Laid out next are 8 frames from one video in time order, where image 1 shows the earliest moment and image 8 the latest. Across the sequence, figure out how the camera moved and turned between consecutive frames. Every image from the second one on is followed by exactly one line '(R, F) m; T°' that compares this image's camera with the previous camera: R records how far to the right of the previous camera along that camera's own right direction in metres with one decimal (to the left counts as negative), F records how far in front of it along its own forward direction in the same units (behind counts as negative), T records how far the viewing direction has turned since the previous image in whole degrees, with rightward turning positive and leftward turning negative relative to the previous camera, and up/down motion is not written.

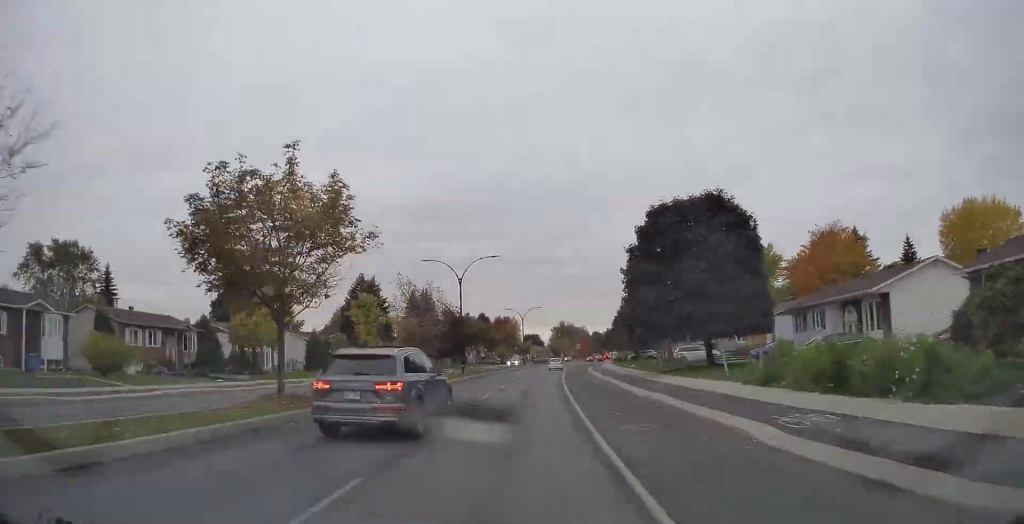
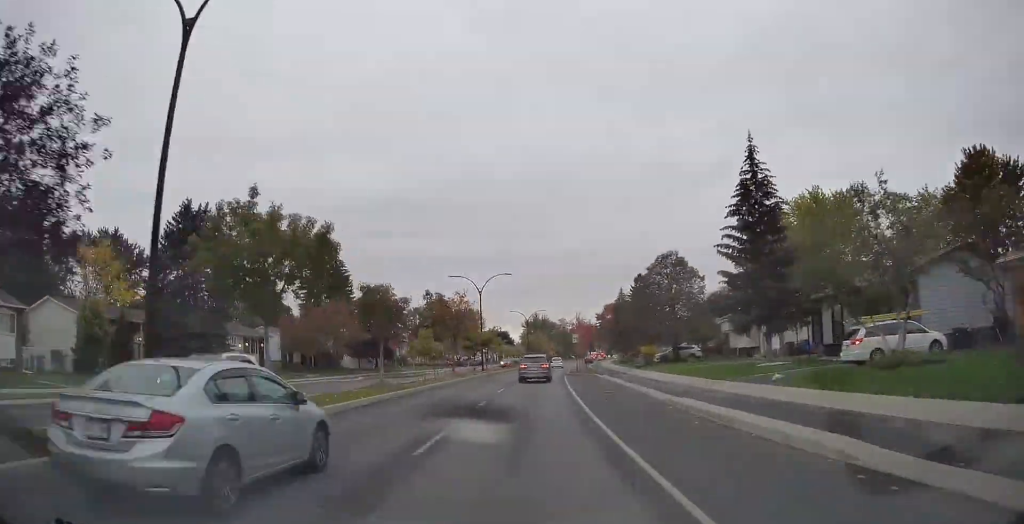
(+0.3, +39.6) m; +2°
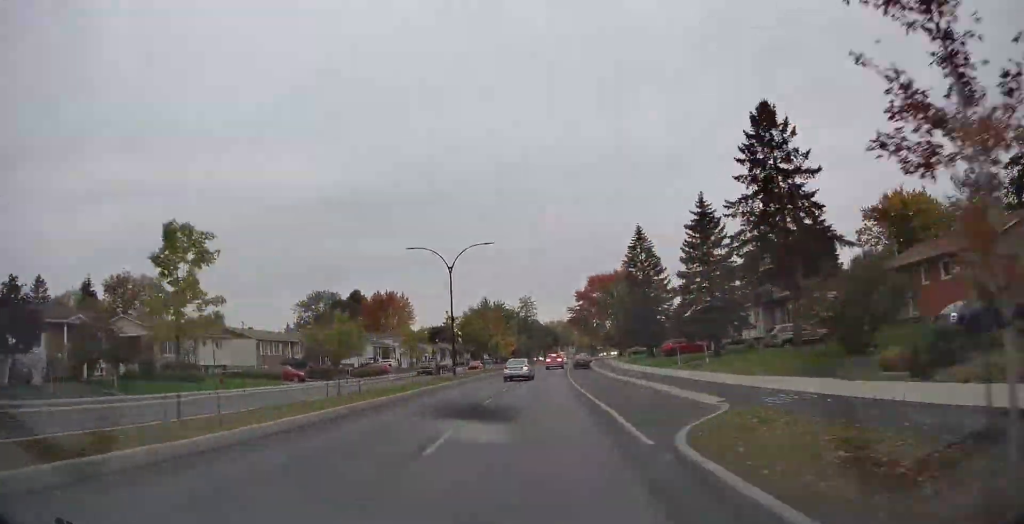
(+3.1, +64.7) m; +4°
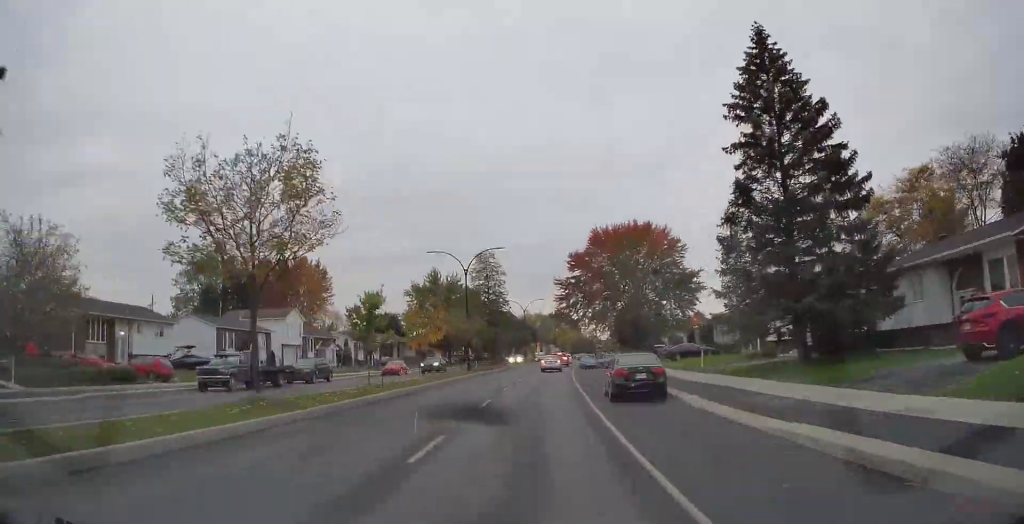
(+0.7, +42.8) m; +2°
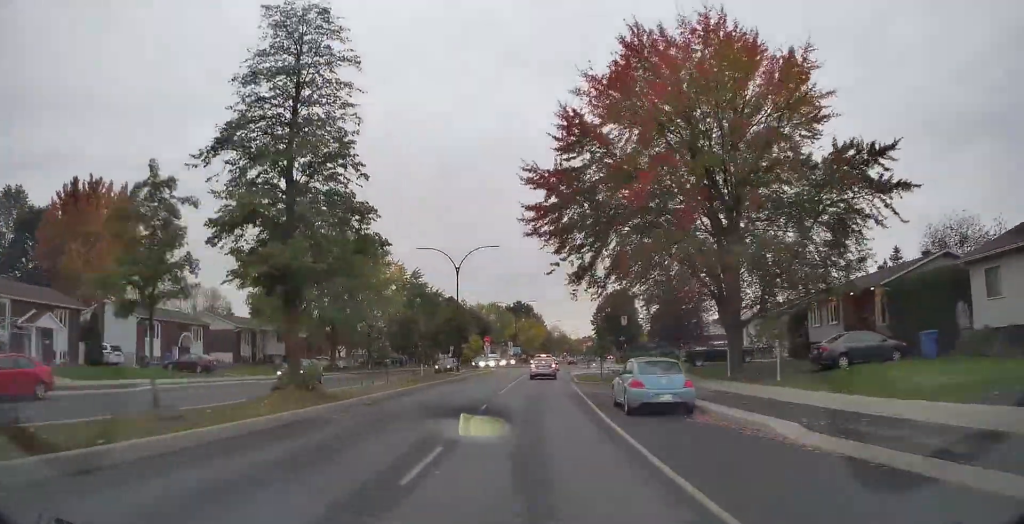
(+1.0, +39.6) m; +3°
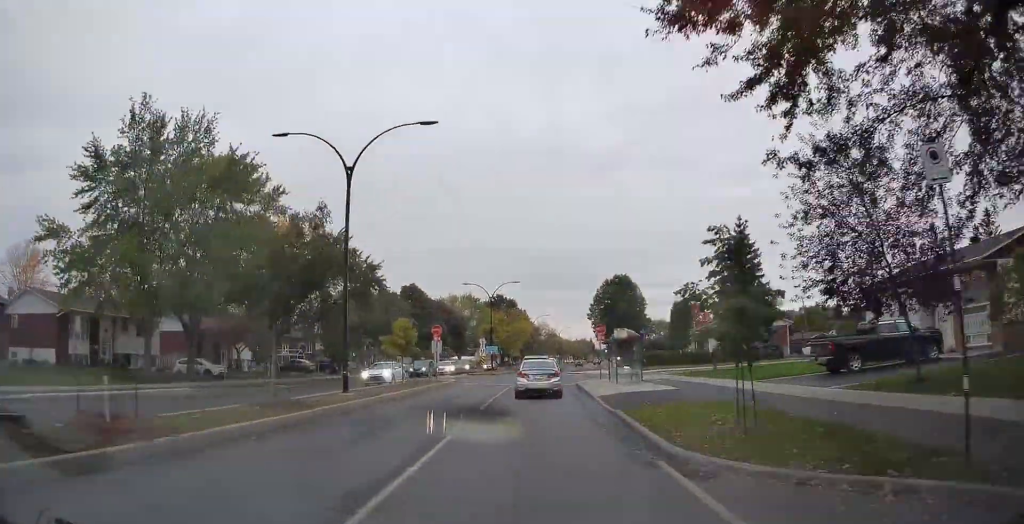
(+0.5, +19.8) m; +2°
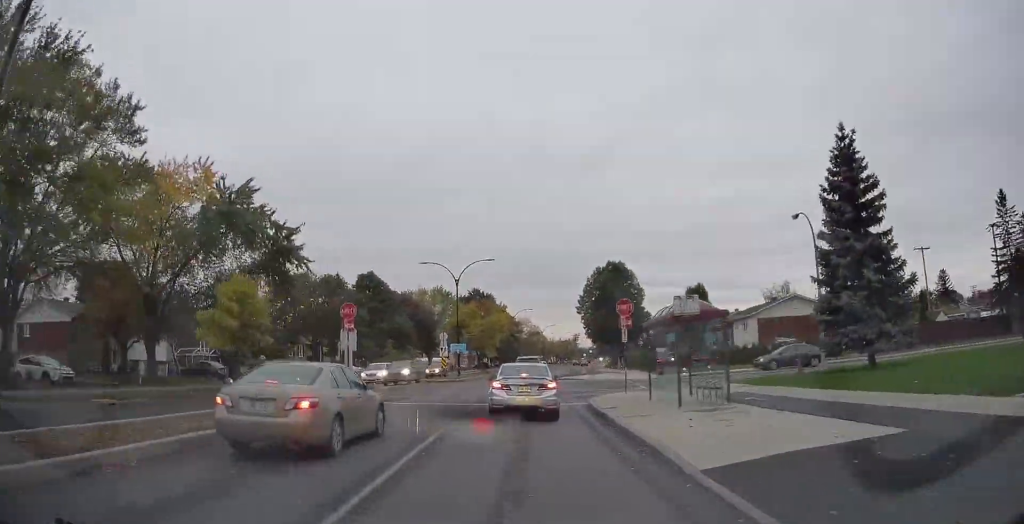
(+0.2, +13.6) m; +2°
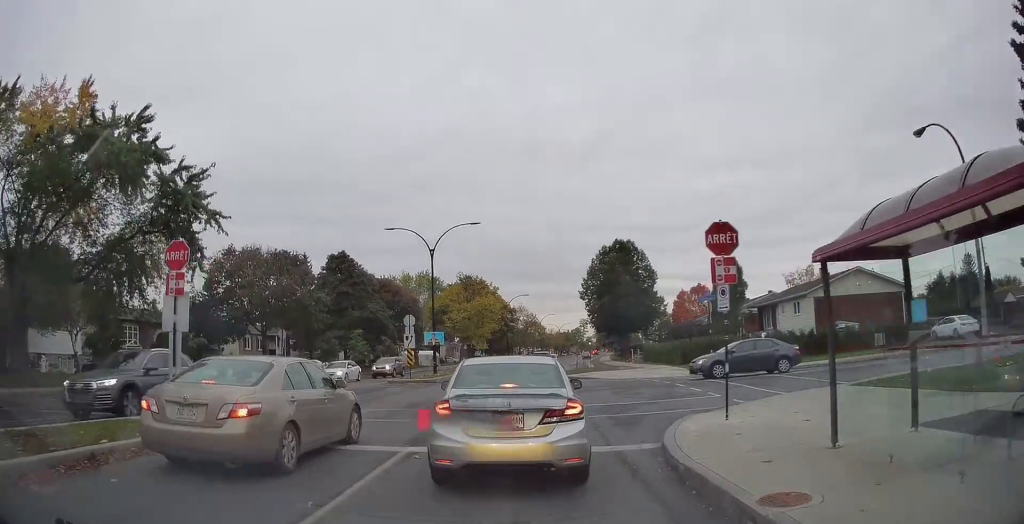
(0.0, +10.2) m; +3°
